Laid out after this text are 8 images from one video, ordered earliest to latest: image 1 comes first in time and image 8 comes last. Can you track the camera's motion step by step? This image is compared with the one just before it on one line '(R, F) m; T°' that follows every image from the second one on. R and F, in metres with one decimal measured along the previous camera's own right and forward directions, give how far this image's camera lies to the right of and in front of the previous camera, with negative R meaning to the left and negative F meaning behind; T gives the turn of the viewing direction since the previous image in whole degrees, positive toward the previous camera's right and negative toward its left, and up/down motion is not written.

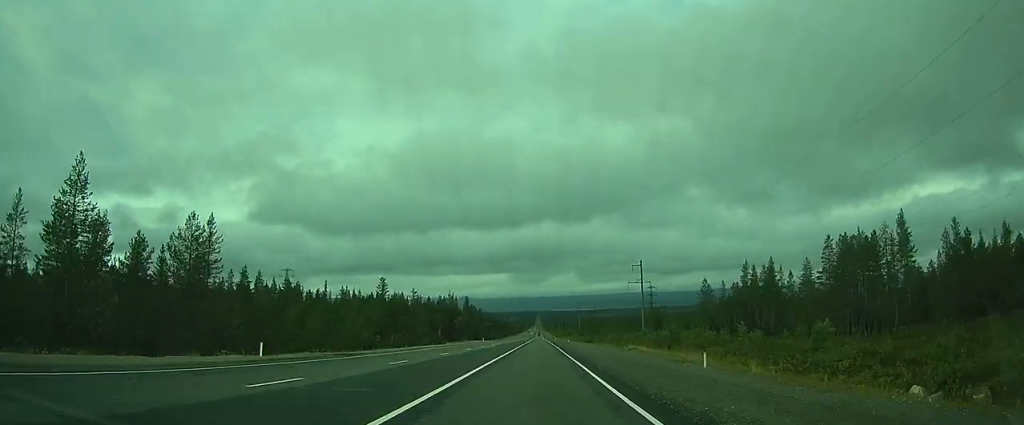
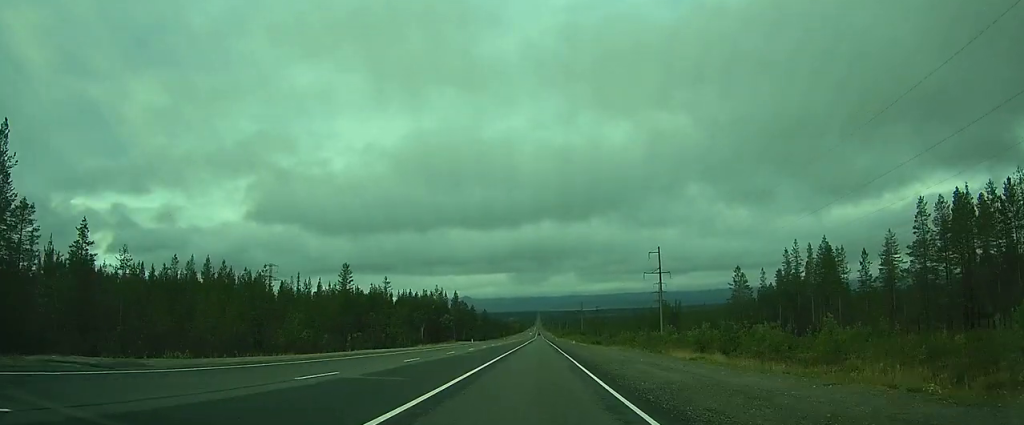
(+0.1, +20.3) m; 0°
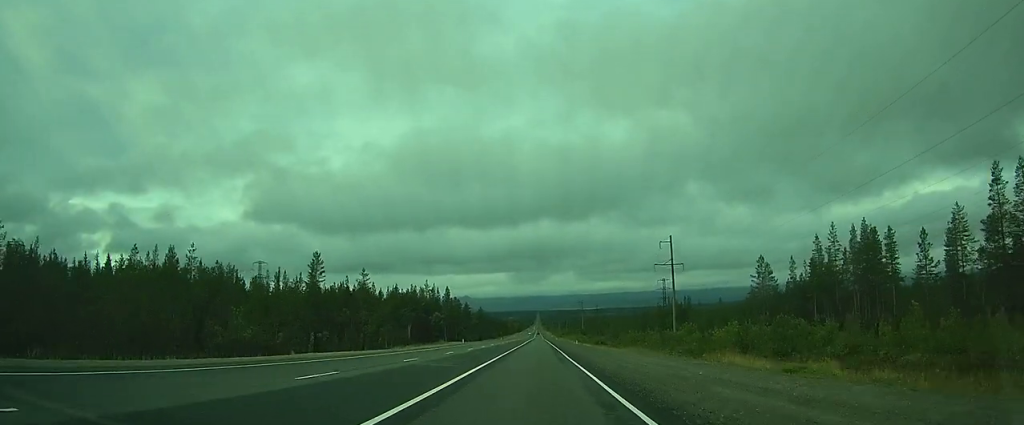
(0.0, +11.3) m; 0°
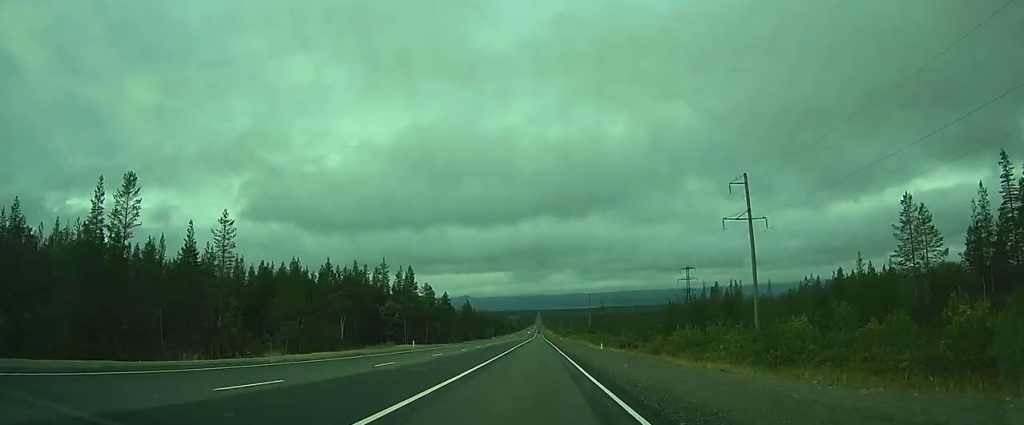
(+0.1, +38.5) m; 0°
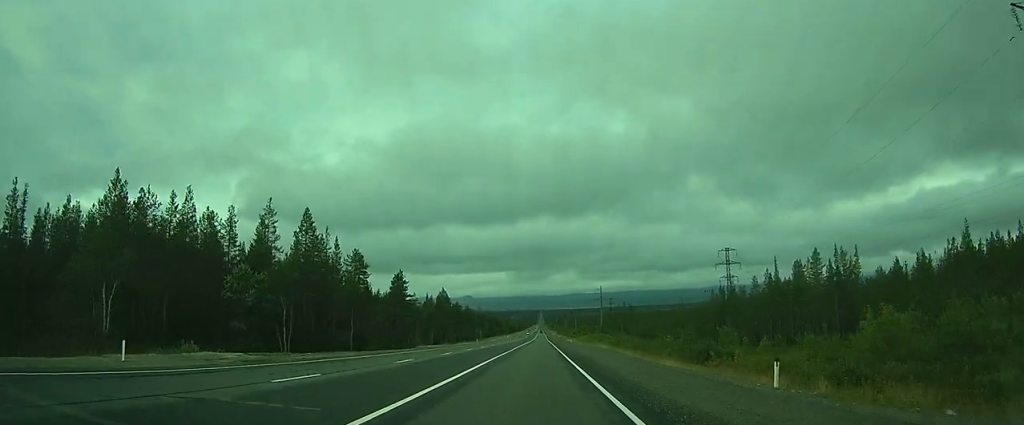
(-0.3, +43.6) m; -1°
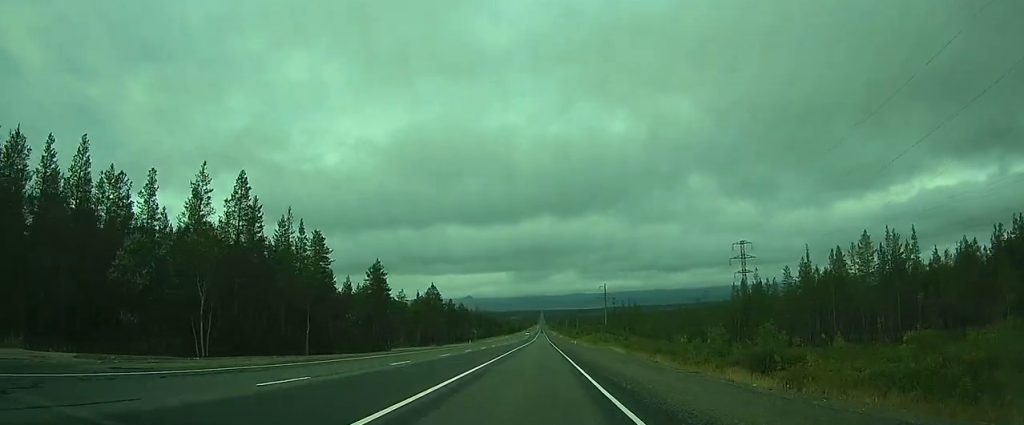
(0.0, +12.4) m; 0°
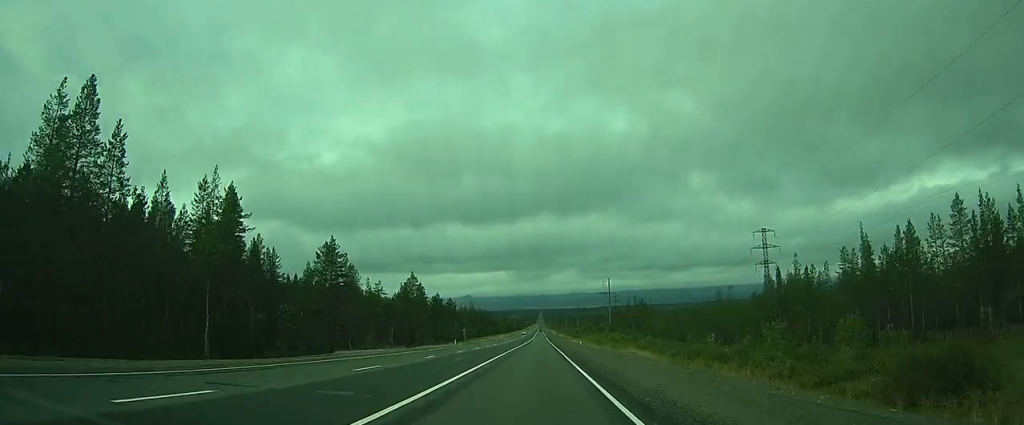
(0.0, +15.7) m; 0°
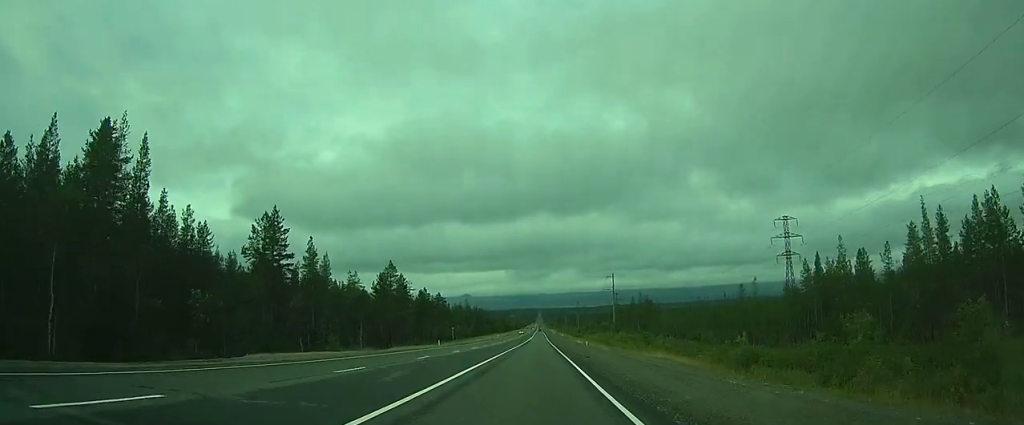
(0.0, +12.4) m; 0°
